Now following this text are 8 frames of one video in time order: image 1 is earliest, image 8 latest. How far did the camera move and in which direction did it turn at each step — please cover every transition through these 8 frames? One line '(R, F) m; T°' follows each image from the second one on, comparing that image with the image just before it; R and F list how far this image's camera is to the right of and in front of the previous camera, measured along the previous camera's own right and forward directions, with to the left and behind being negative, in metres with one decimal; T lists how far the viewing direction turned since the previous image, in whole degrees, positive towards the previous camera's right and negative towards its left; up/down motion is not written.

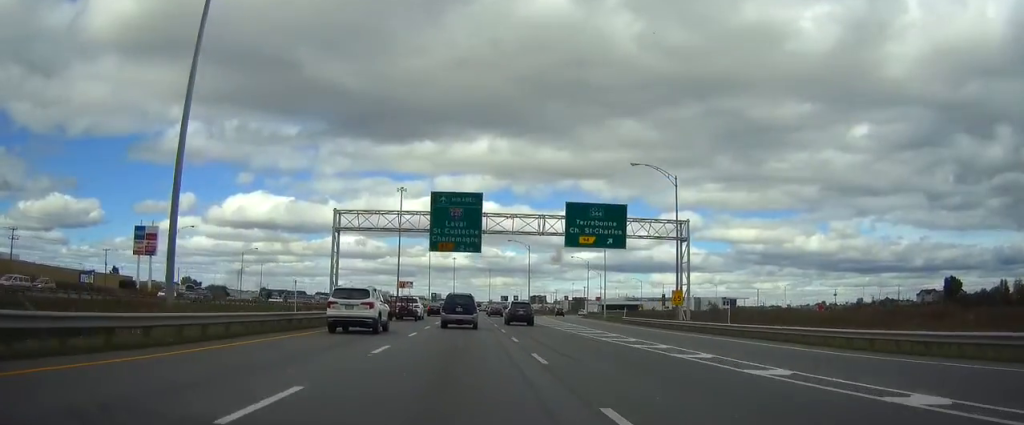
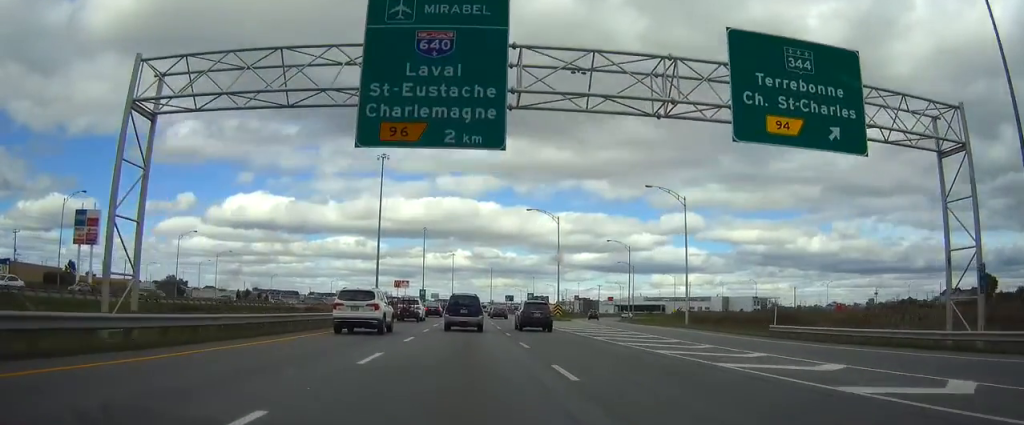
(0.0, +39.2) m; 0°
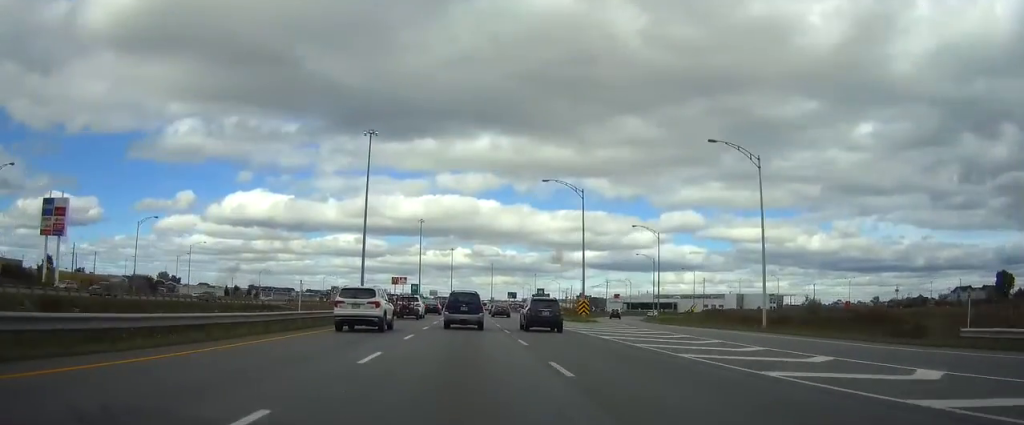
(0.0, +17.8) m; 0°
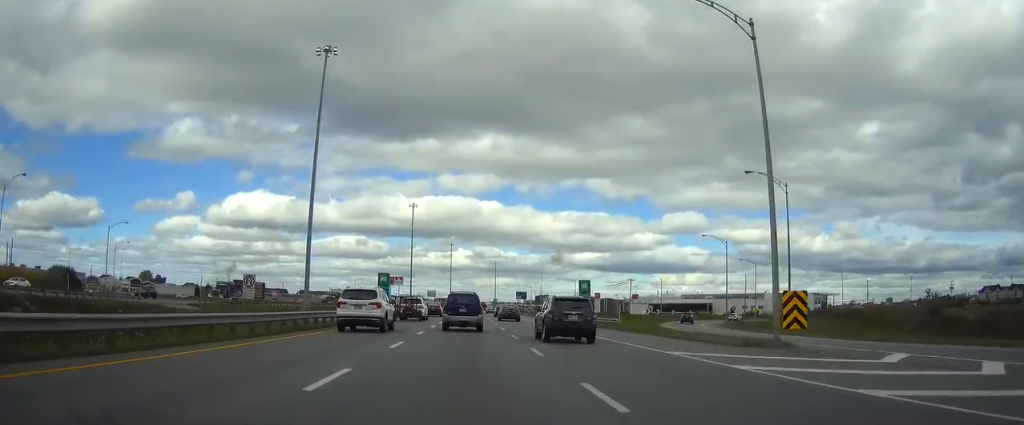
(-0.2, +40.2) m; 0°
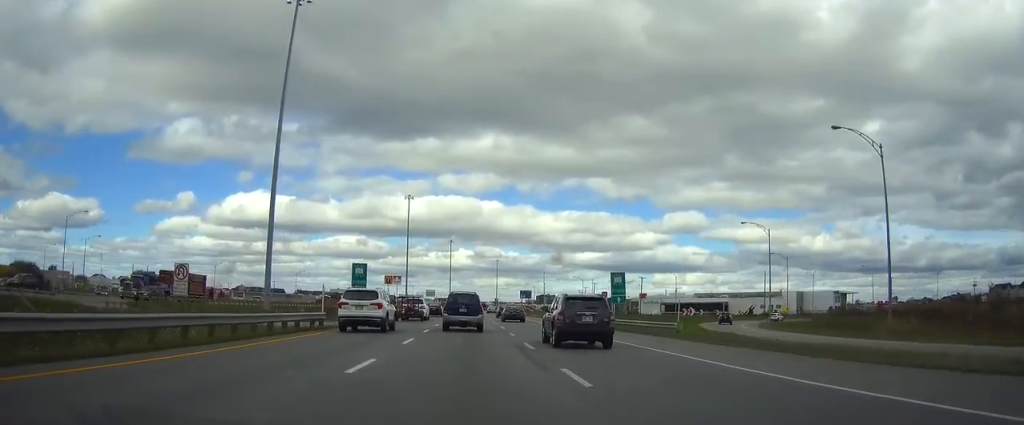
(0.0, +15.3) m; 0°
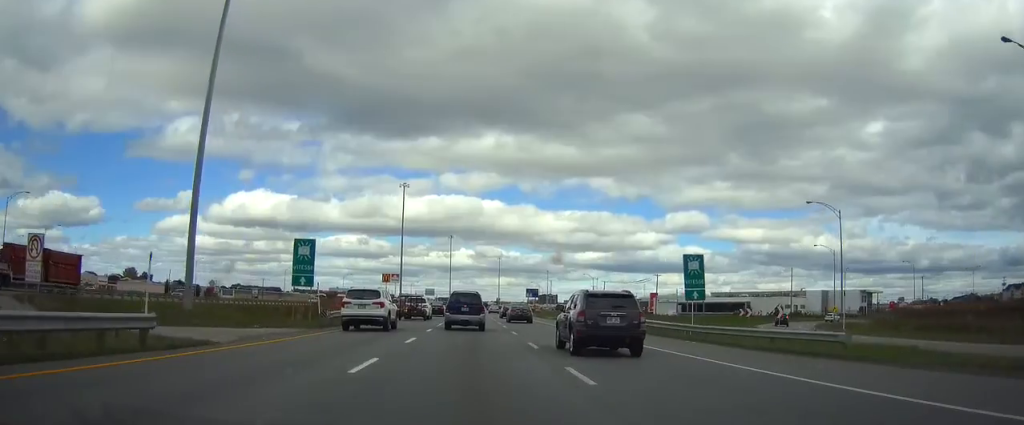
(0.0, +18.1) m; 0°
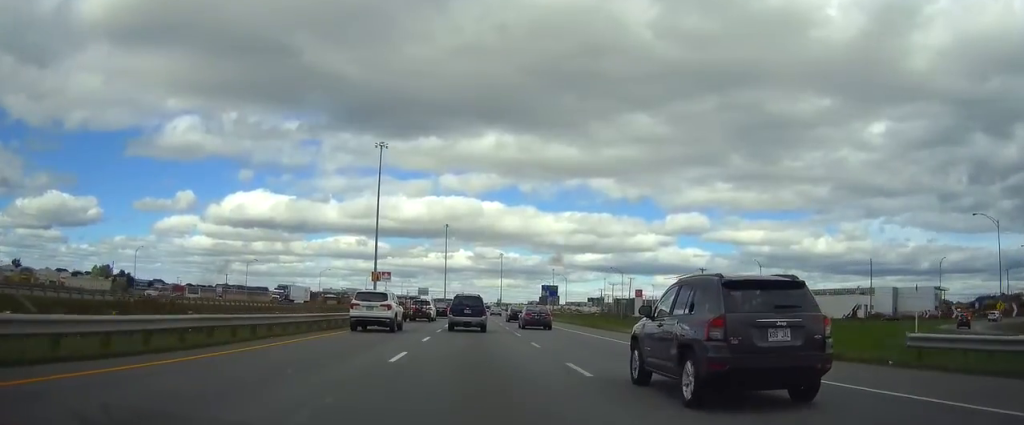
(+0.1, +43.8) m; 0°
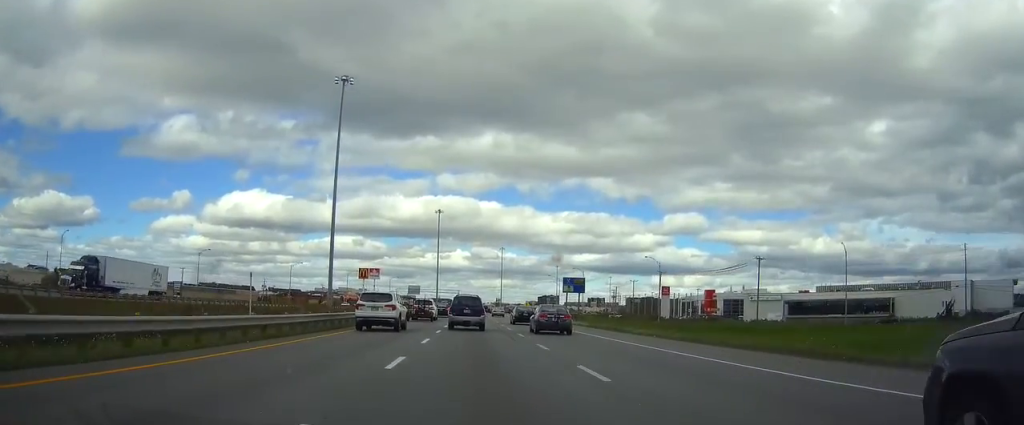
(+0.1, +37.3) m; 0°
